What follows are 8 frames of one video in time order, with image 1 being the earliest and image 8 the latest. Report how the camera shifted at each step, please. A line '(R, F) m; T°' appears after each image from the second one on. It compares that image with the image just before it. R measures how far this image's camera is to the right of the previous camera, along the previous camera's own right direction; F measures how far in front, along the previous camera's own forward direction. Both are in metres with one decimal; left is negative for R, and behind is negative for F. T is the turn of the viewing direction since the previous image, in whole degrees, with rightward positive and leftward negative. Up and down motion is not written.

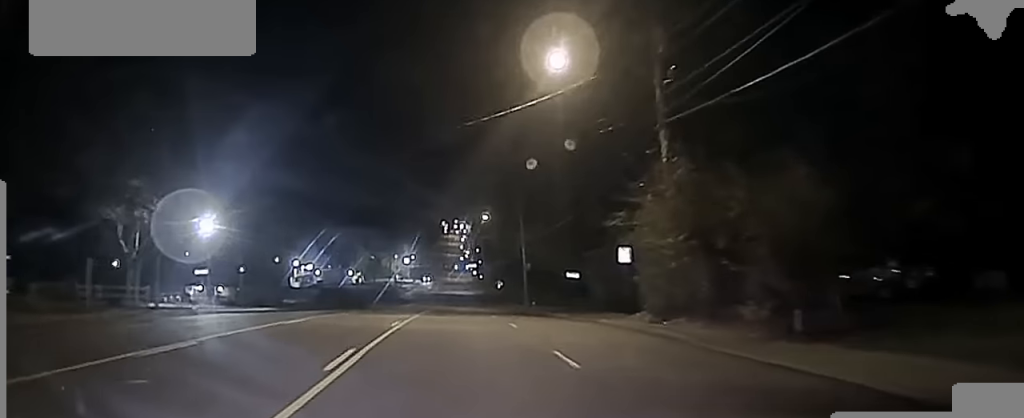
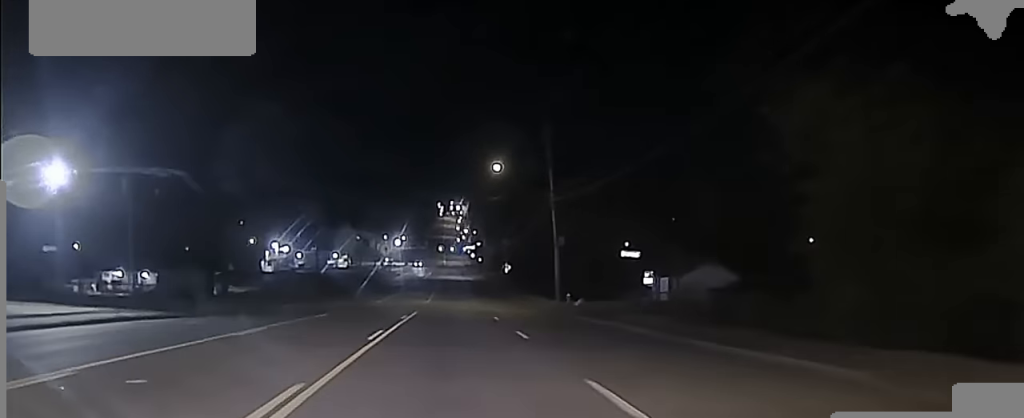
(-0.2, +29.7) m; -1°
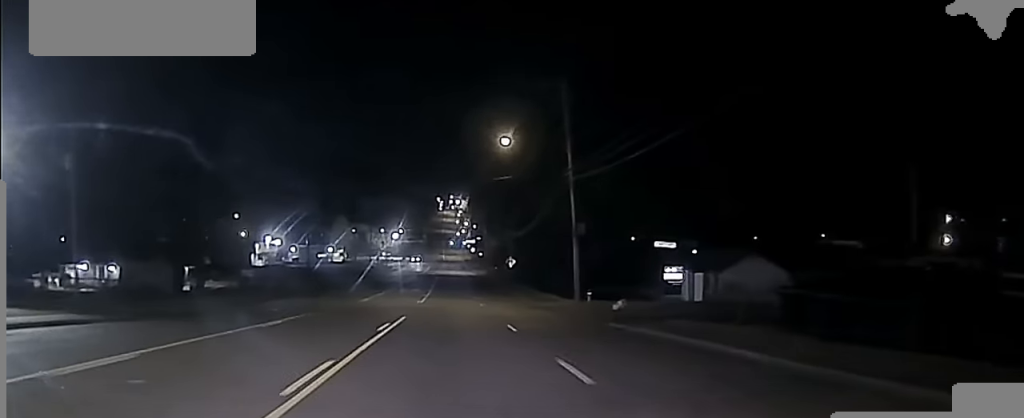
(0.0, +10.9) m; -1°
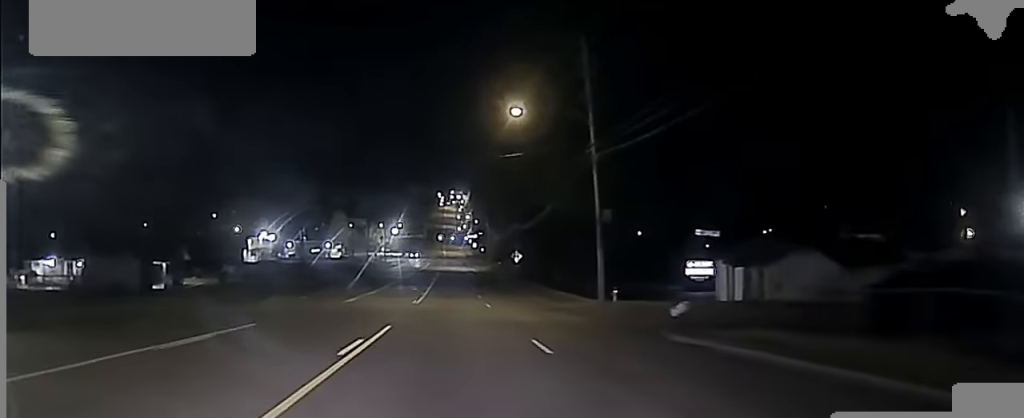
(0.0, +8.6) m; 0°
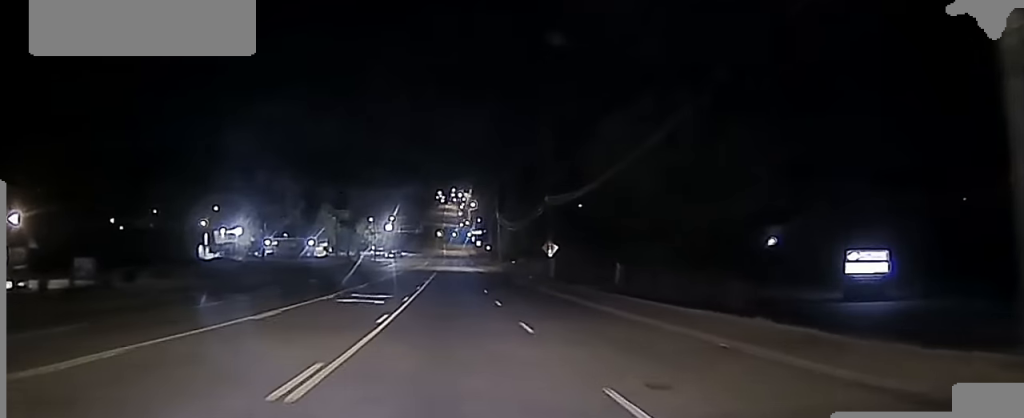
(+0.3, +33.2) m; +1°
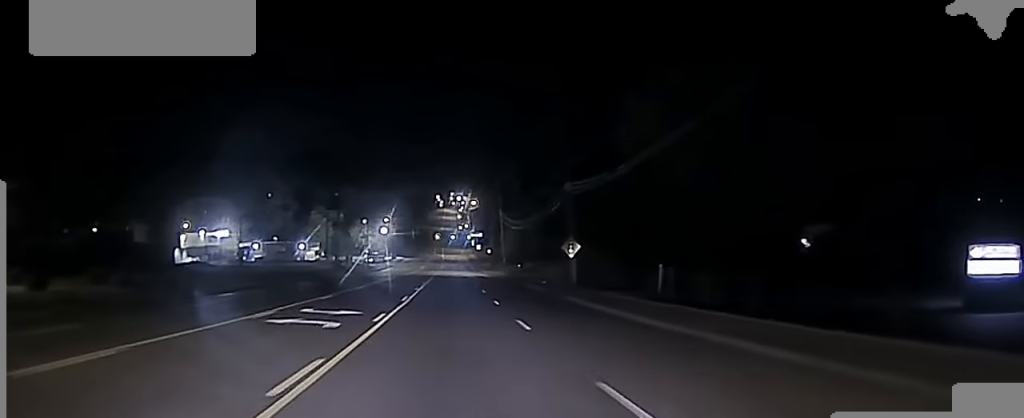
(+0.1, +11.6) m; 0°
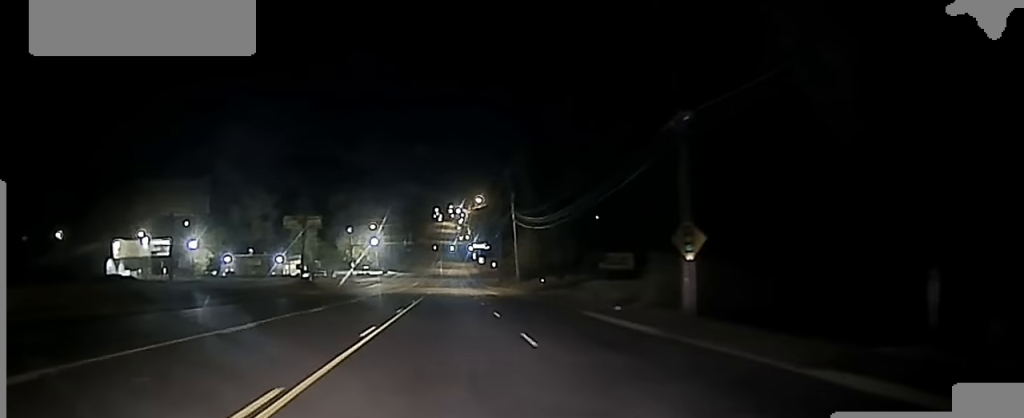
(-0.4, +24.4) m; -1°
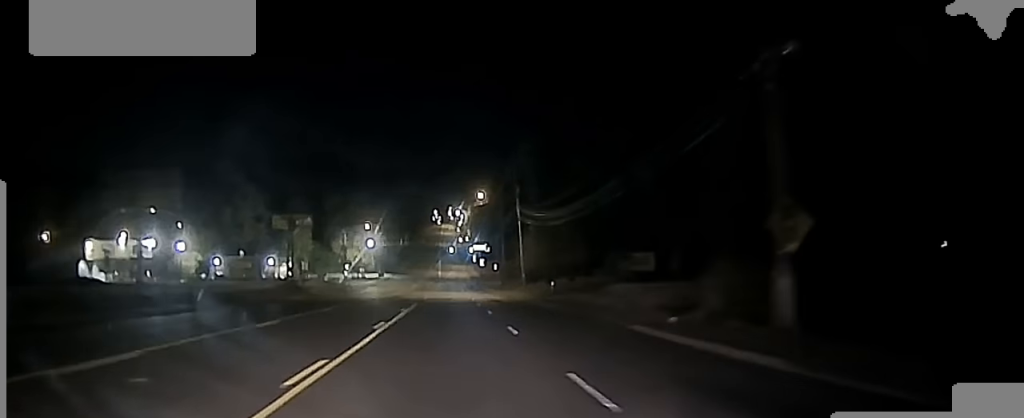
(0.0, +7.2) m; 0°
